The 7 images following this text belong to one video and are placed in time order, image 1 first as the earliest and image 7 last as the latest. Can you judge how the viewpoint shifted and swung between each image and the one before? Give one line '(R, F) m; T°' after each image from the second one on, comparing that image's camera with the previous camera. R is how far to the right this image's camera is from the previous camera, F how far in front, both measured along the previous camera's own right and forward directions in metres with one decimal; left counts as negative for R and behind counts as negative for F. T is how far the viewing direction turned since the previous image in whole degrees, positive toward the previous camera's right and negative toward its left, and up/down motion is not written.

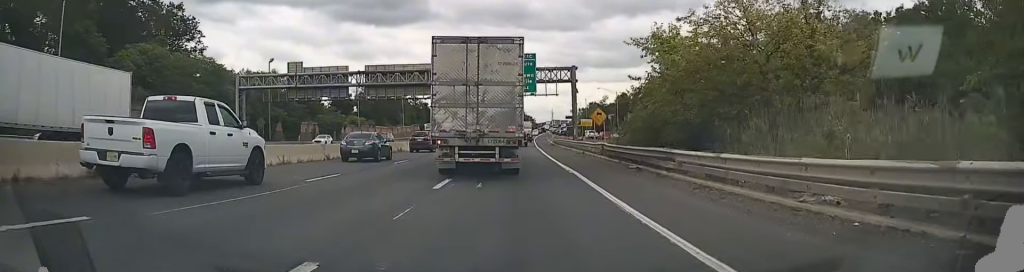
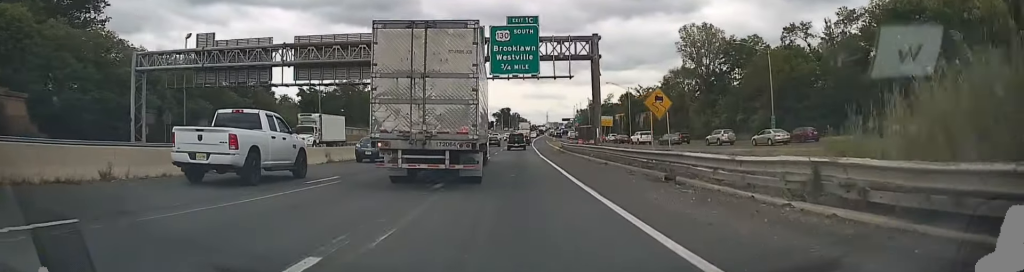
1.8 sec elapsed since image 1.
(+0.1, +23.6) m; 0°
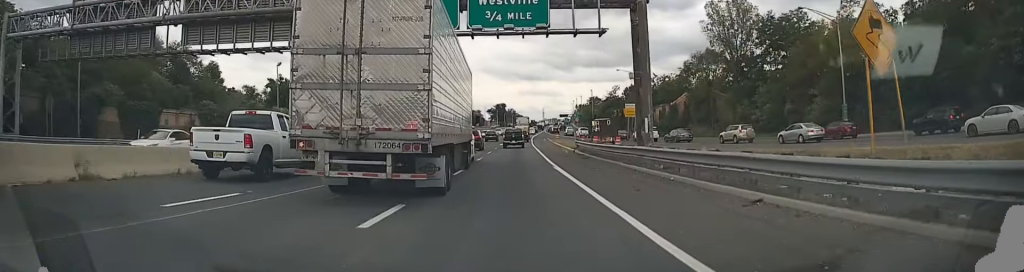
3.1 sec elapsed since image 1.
(+0.4, +18.4) m; +1°
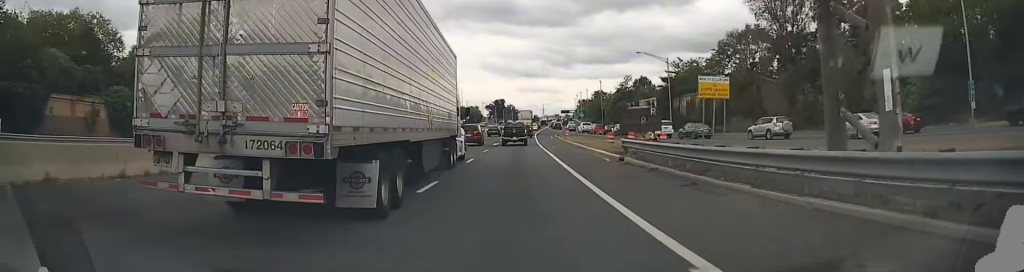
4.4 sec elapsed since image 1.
(-0.2, +19.4) m; -1°
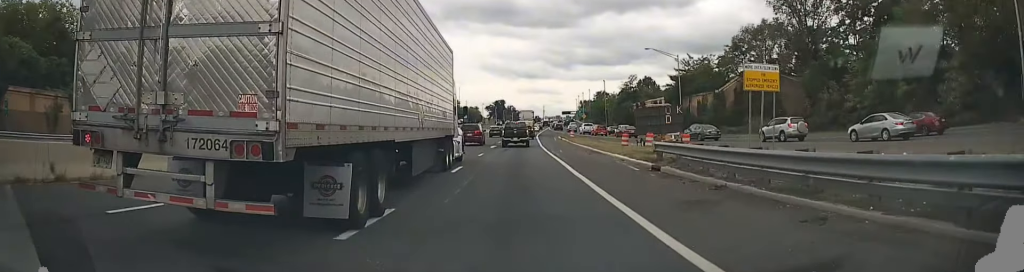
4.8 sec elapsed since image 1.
(-0.1, +6.2) m; 0°
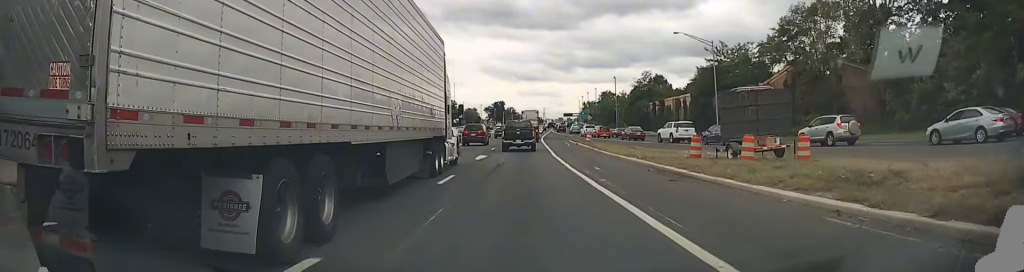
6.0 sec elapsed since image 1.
(+0.2, +16.4) m; +1°
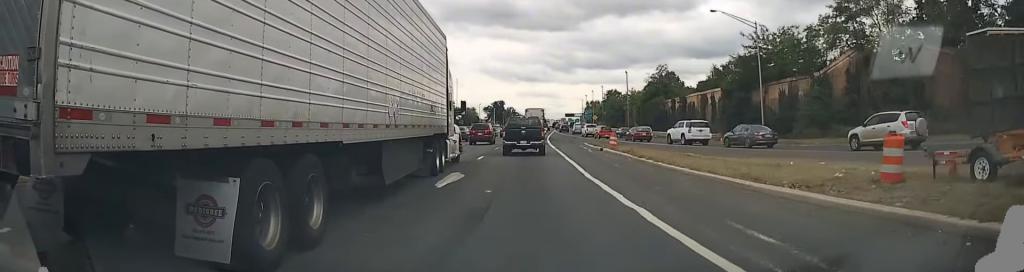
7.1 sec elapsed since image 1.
(0.0, +13.8) m; 0°
